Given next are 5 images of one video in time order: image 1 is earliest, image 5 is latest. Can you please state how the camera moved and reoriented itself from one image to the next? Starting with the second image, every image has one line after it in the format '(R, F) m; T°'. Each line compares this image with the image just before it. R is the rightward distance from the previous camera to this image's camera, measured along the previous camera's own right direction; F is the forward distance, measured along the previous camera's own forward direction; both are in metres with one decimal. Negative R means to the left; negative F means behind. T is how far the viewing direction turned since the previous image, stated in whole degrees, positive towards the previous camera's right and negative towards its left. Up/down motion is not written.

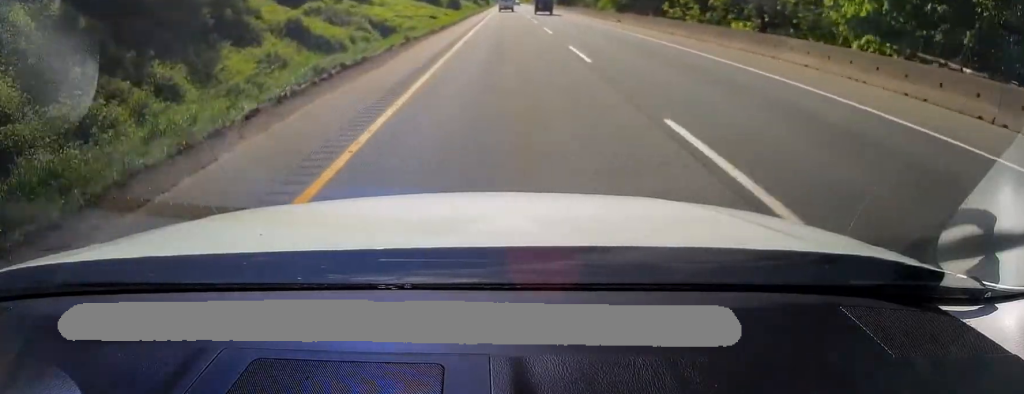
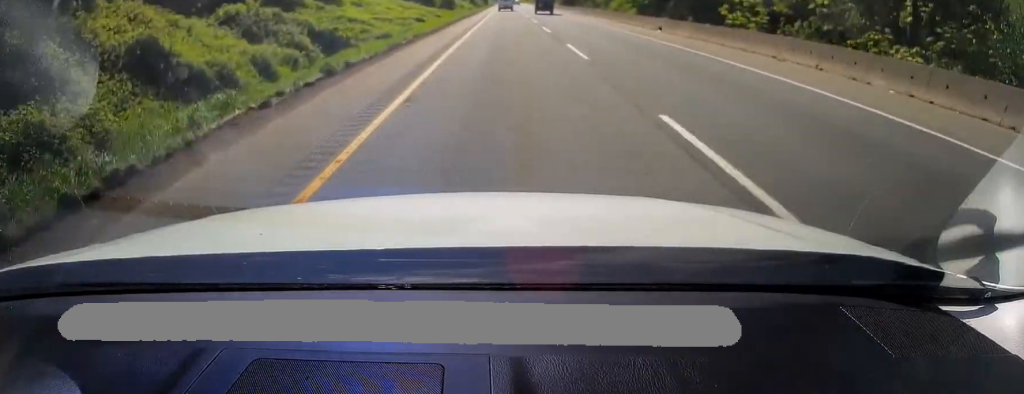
(0.0, +12.7) m; 0°
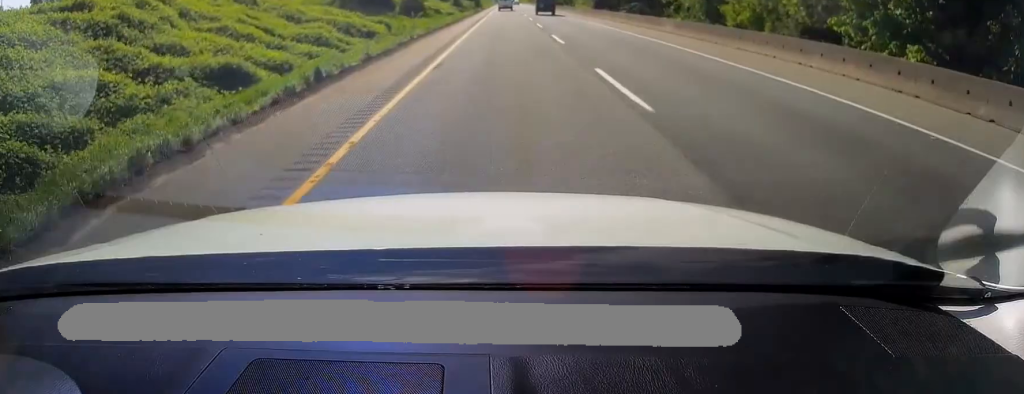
(+0.1, +46.9) m; 0°
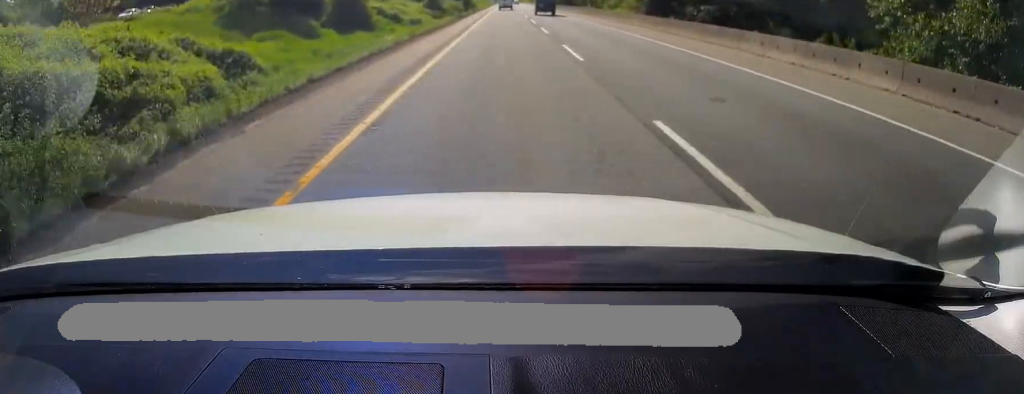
(-0.3, +32.3) m; -1°
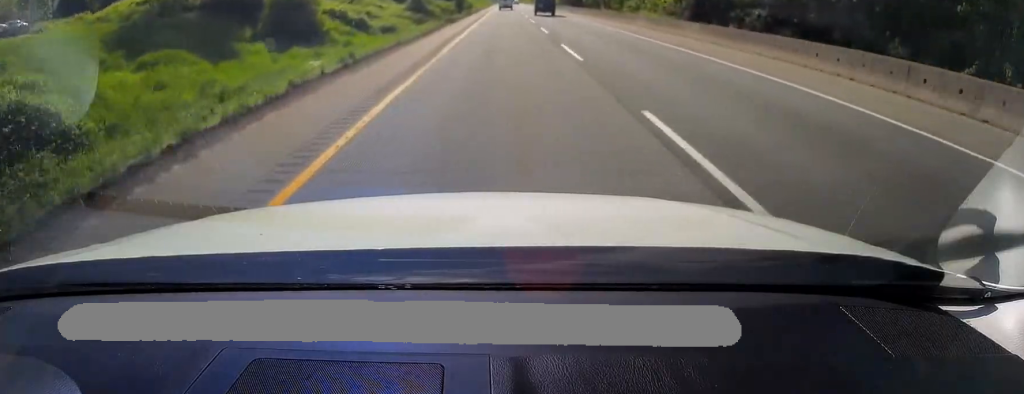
(0.0, +12.7) m; 0°
